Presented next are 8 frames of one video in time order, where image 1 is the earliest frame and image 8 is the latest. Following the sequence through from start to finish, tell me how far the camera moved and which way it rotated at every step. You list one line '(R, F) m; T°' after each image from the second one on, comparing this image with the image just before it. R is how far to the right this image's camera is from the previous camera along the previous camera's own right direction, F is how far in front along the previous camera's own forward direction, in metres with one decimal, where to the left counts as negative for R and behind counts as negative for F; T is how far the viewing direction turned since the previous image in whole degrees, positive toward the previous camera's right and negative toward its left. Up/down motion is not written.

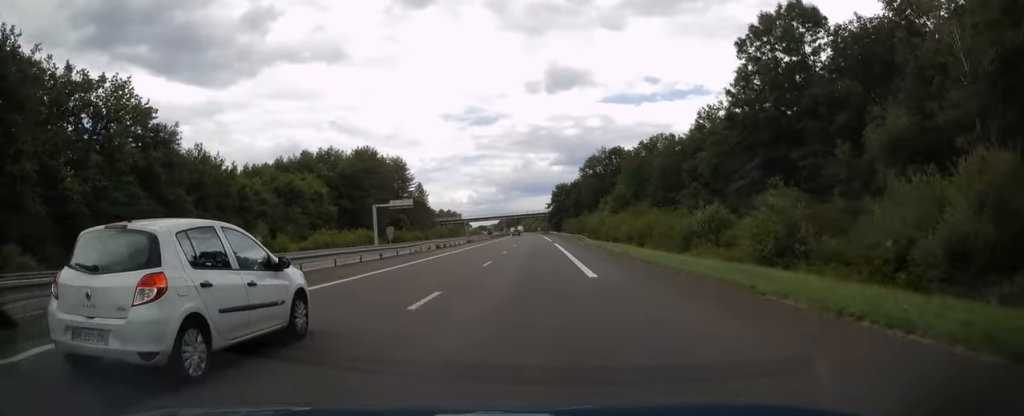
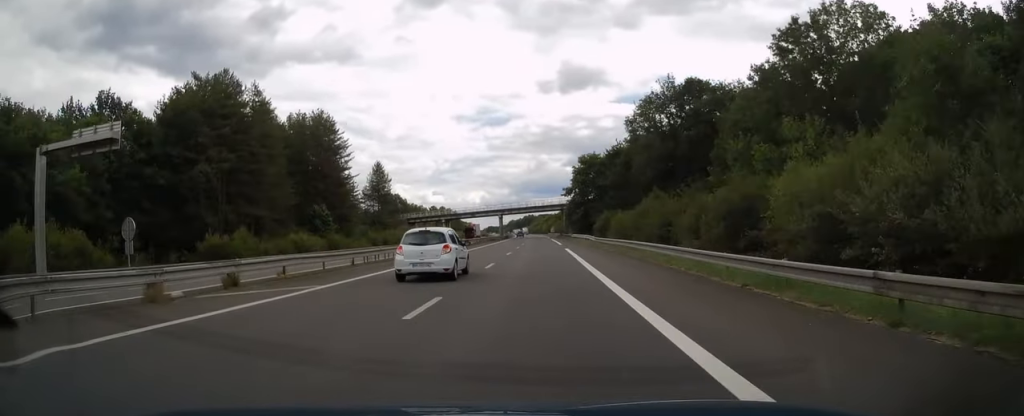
(-0.7, +66.0) m; -1°
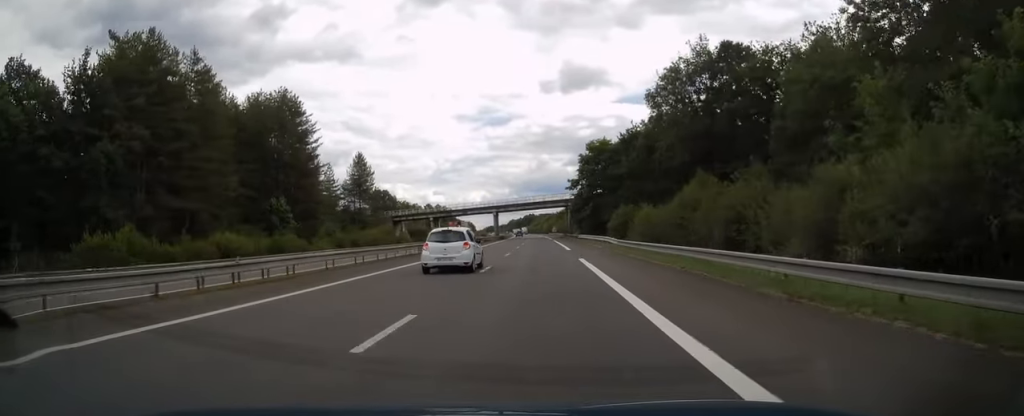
(0.0, +15.6) m; 0°
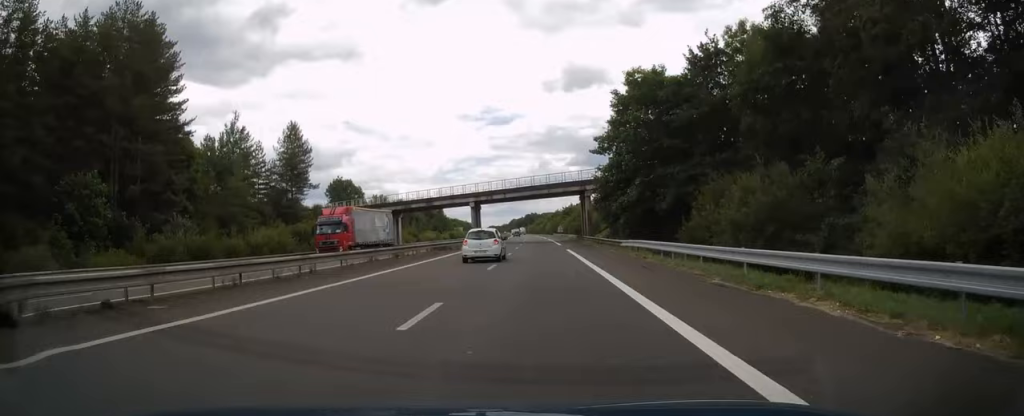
(-0.2, +37.2) m; 0°
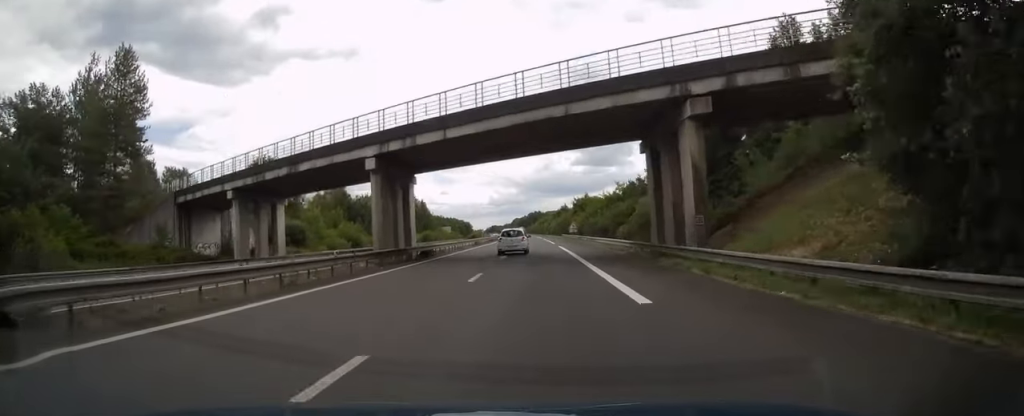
(-0.2, +43.6) m; 0°
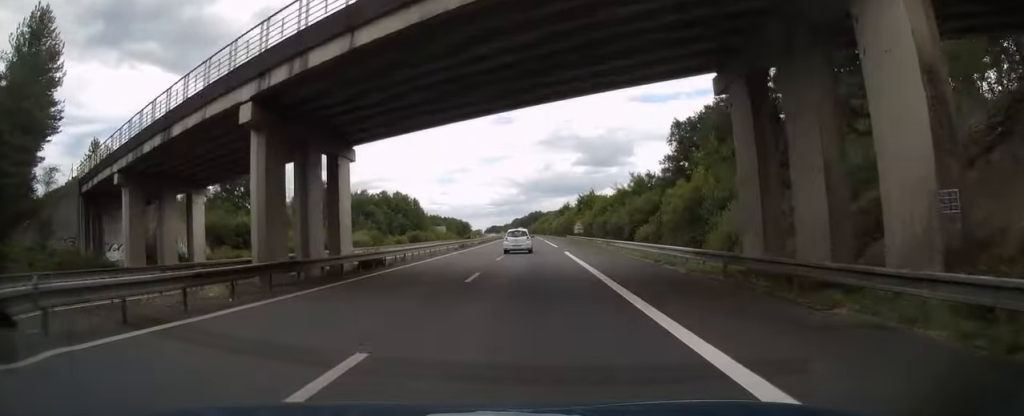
(0.0, +12.8) m; 0°
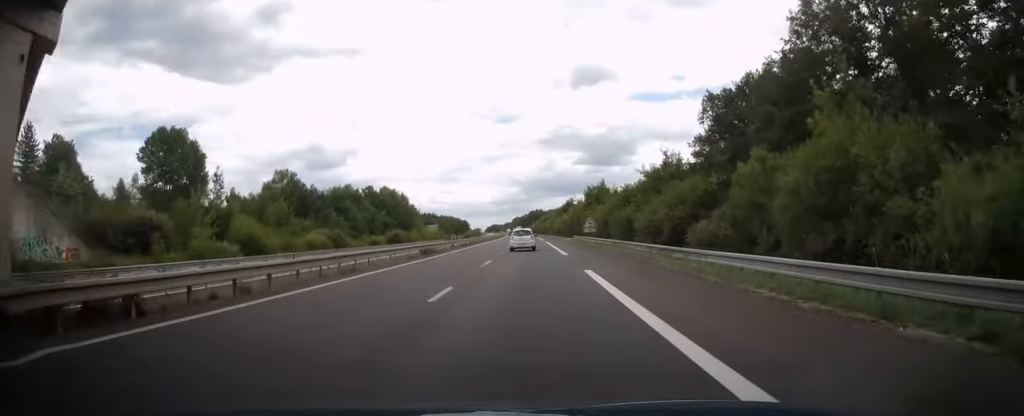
(0.0, +17.7) m; 0°
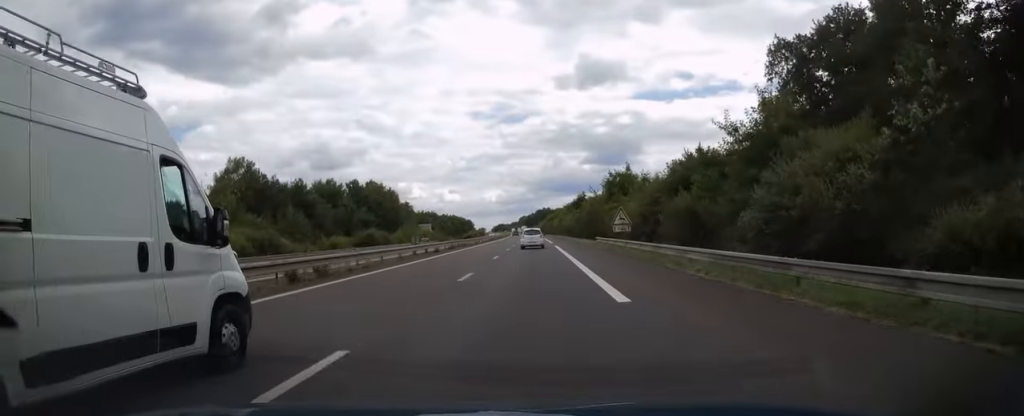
(-0.1, +21.2) m; -1°
